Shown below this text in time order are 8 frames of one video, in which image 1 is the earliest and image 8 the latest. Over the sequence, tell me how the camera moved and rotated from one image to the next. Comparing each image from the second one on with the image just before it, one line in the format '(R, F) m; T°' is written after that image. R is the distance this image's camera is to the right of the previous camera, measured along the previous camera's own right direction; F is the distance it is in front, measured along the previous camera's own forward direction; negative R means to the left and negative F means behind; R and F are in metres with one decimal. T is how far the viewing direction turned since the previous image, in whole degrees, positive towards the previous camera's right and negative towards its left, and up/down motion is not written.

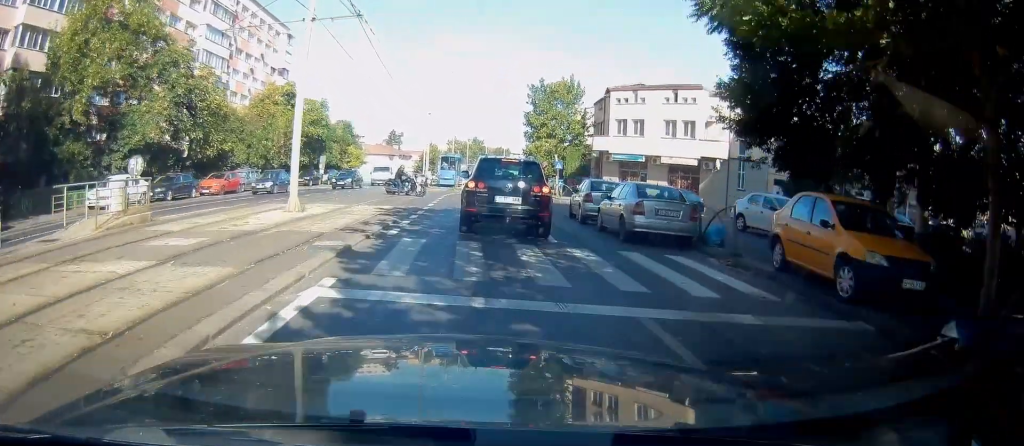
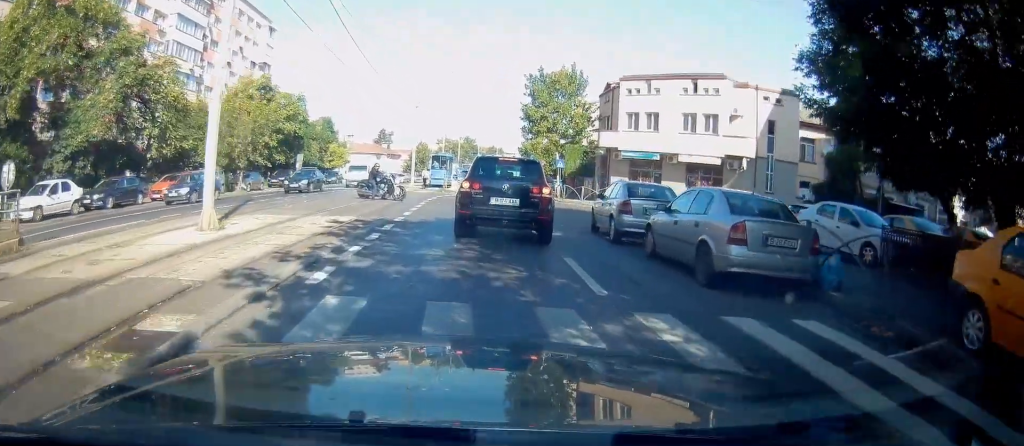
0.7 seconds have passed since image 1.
(0.0, +4.9) m; -5°
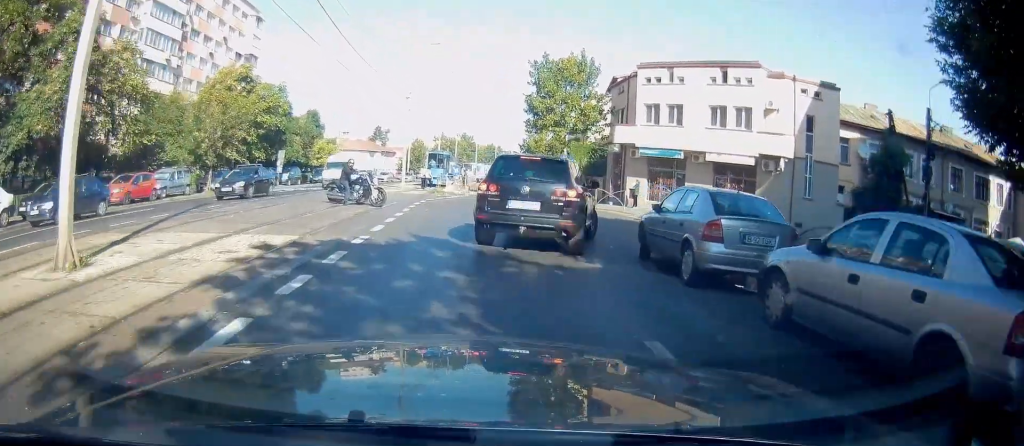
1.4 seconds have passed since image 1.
(-0.5, +4.8) m; -3°
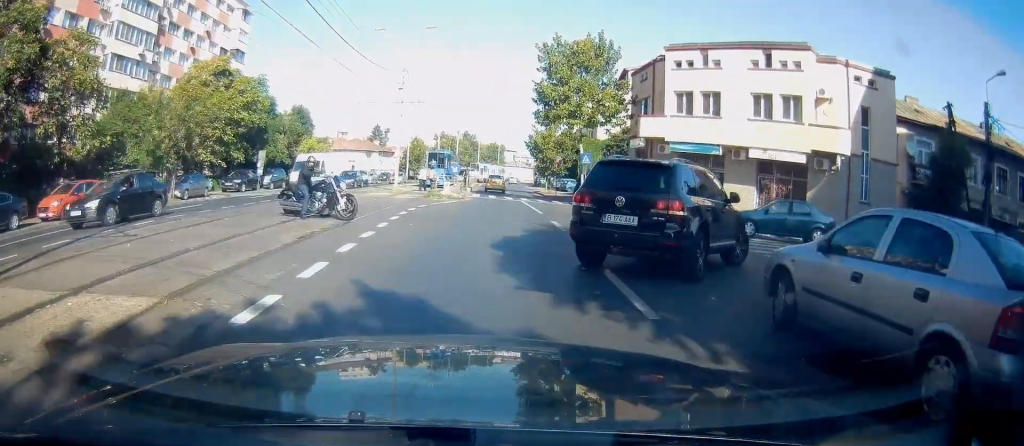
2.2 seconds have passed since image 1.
(-0.1, +5.2) m; -2°
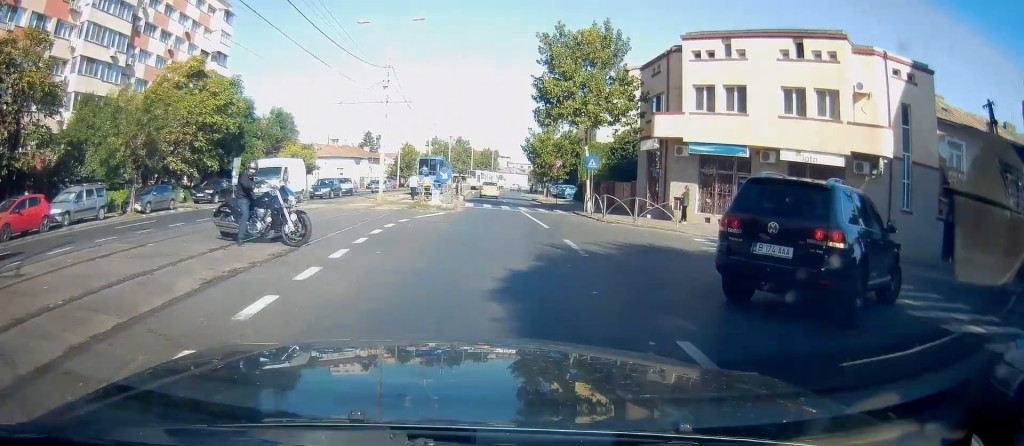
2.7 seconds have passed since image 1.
(+0.1, +3.6) m; -1°
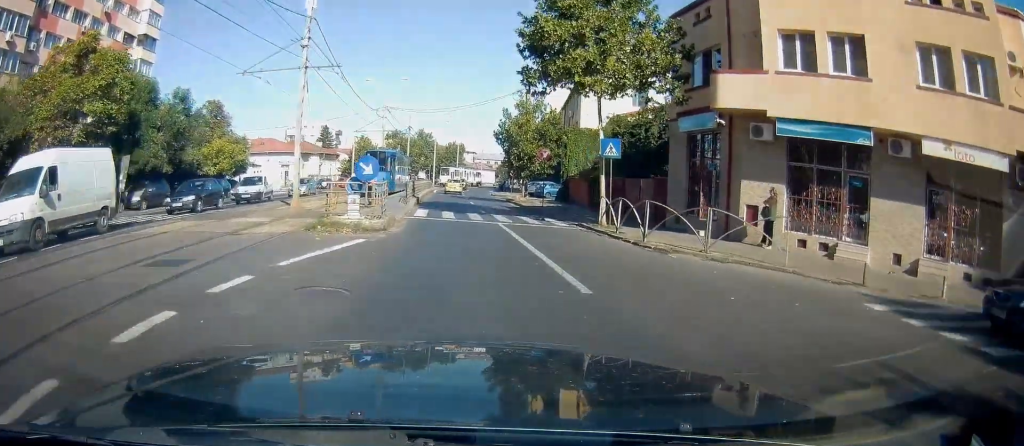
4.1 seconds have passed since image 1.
(-0.1, +10.0) m; +3°
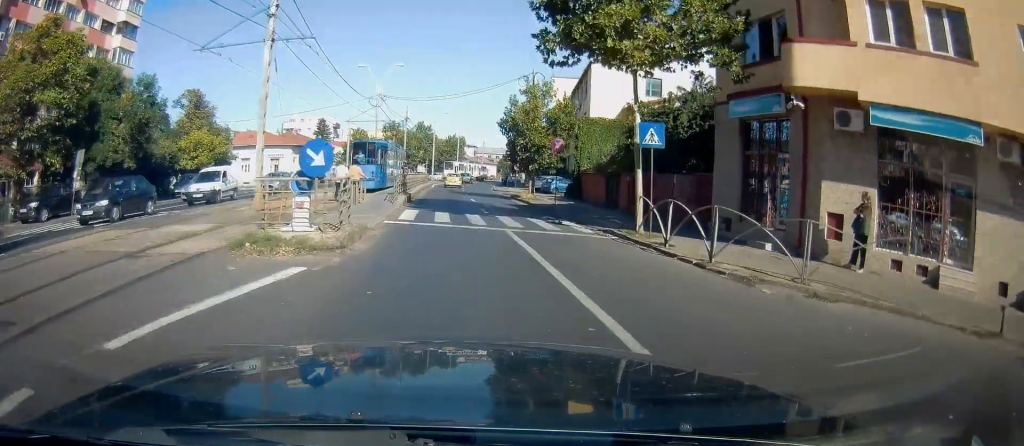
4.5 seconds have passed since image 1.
(0.0, +3.9) m; +3°
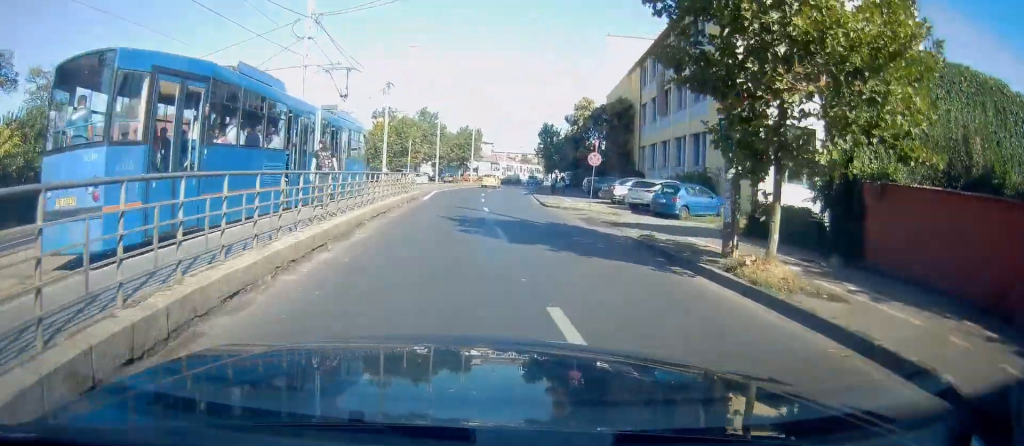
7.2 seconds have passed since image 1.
(0.0, +26.3) m; +3°
